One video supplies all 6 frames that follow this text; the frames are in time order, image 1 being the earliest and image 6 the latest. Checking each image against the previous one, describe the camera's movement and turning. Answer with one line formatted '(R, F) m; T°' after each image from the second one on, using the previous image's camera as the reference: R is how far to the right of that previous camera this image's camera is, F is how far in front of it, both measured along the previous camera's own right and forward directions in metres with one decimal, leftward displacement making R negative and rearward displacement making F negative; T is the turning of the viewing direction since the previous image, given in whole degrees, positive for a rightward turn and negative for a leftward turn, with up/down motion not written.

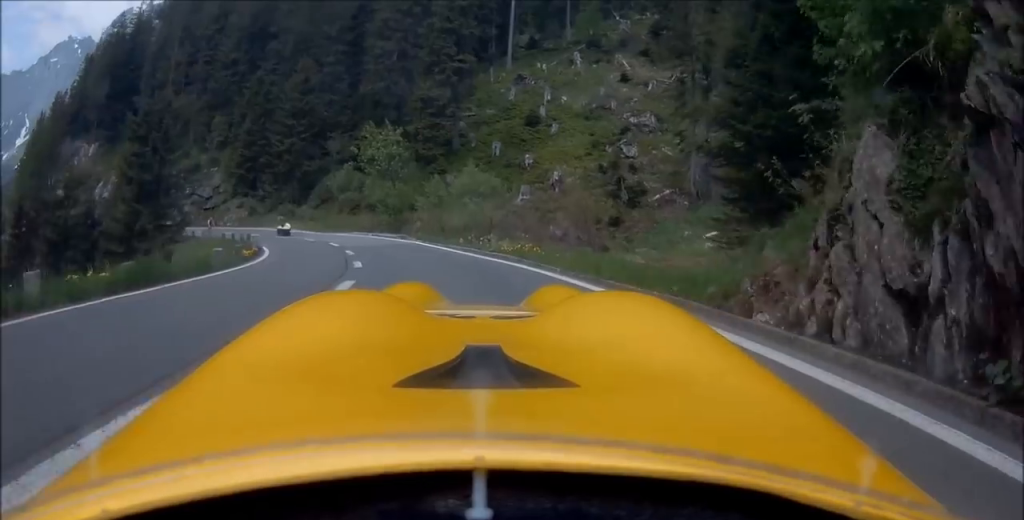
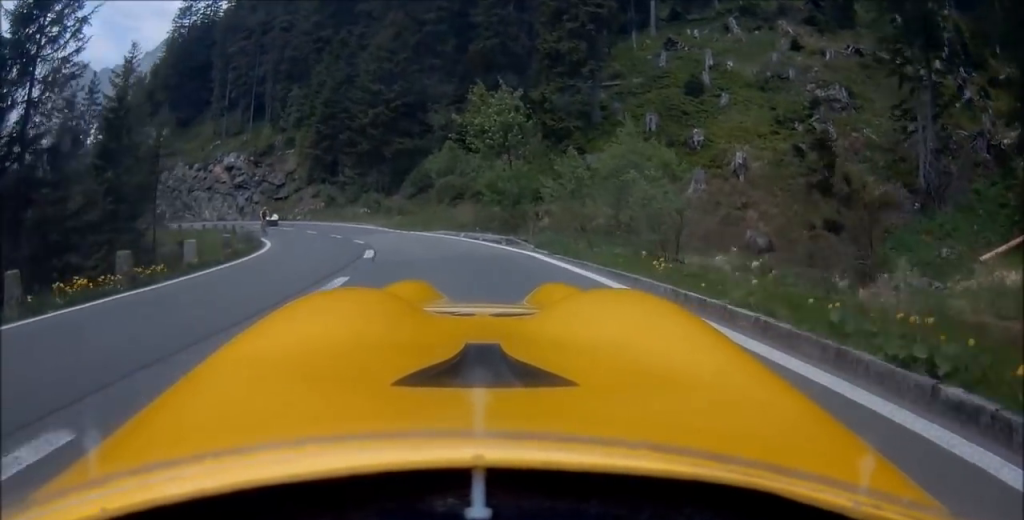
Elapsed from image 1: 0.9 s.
(-6.7, +15.1) m; -23°
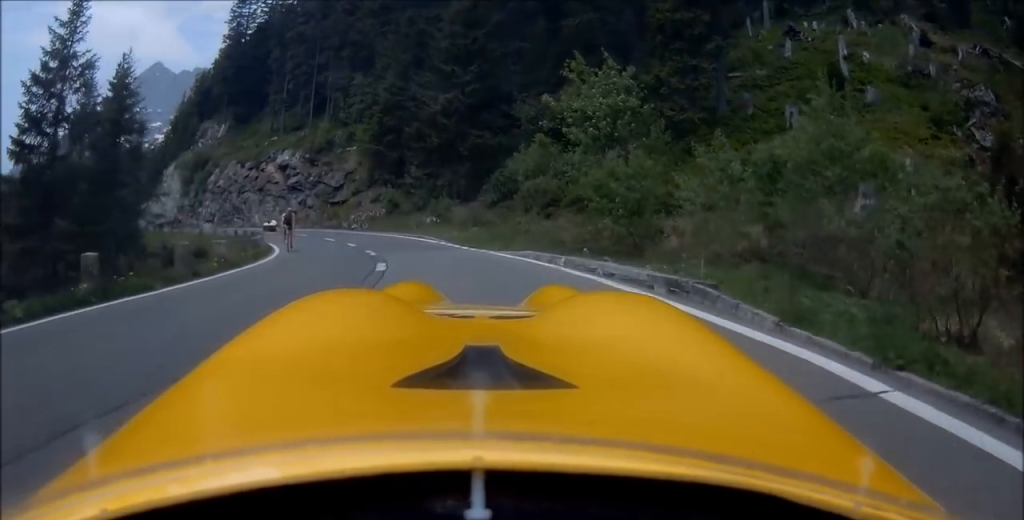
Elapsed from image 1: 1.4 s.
(-1.0, +12.7) m; -7°
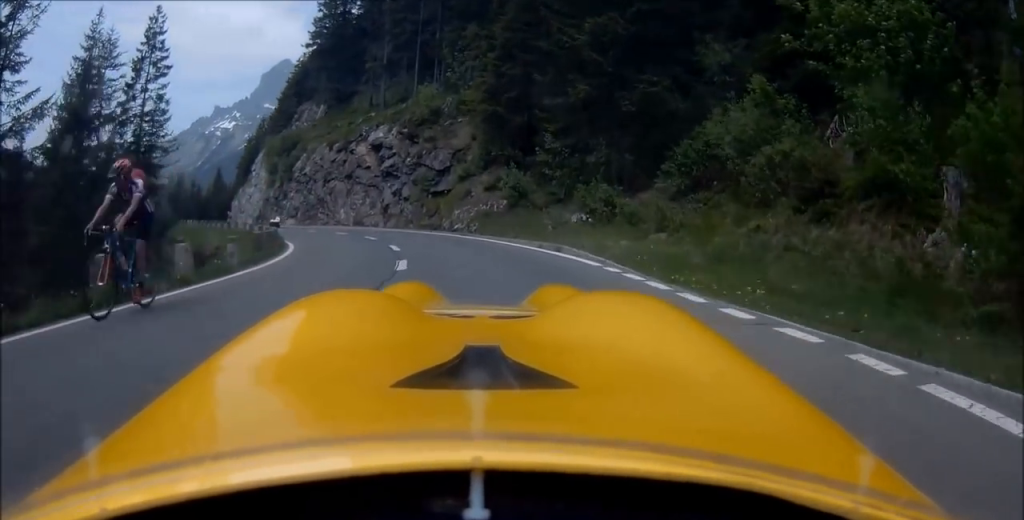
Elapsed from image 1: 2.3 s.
(-0.3, +21.8) m; -5°
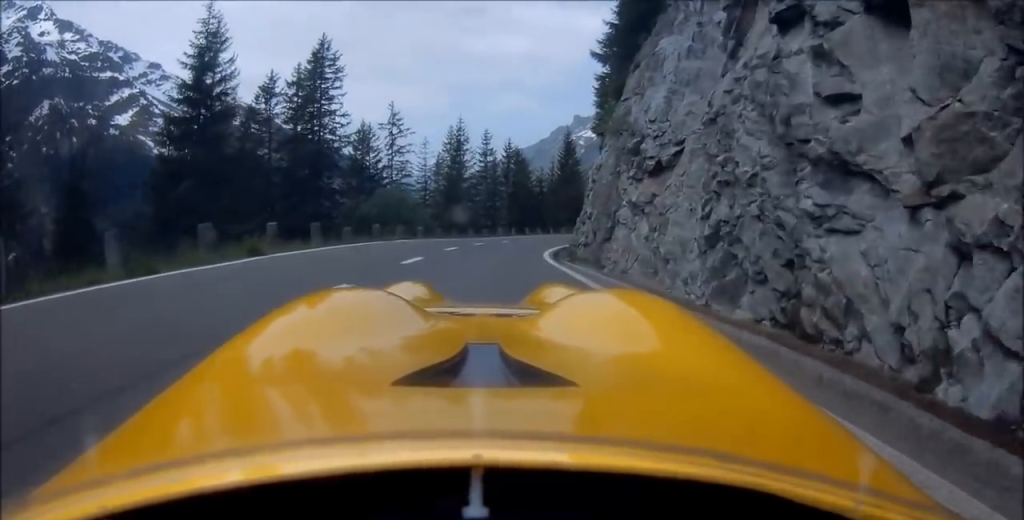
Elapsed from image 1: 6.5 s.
(-30.6, +77.9) m; -36°
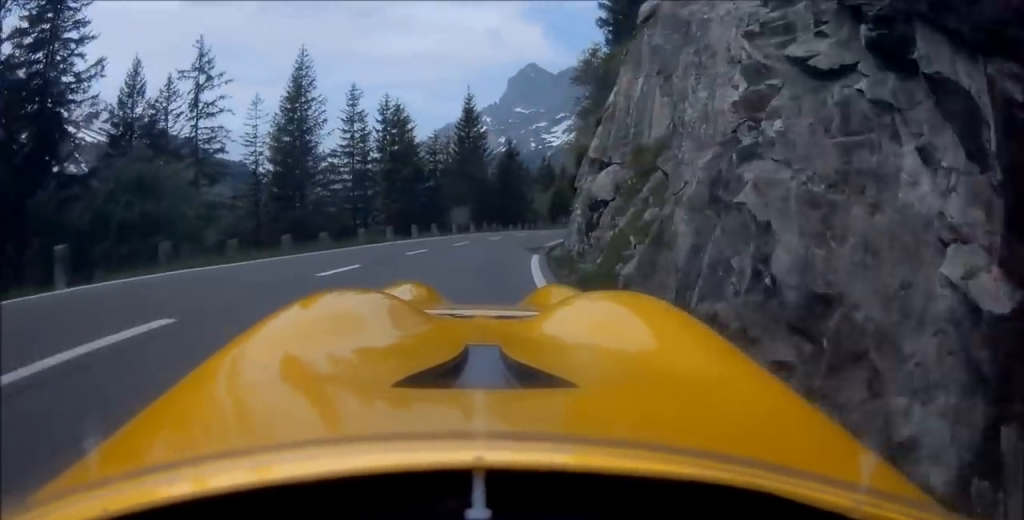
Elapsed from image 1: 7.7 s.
(+5.3, +24.7) m; +20°
